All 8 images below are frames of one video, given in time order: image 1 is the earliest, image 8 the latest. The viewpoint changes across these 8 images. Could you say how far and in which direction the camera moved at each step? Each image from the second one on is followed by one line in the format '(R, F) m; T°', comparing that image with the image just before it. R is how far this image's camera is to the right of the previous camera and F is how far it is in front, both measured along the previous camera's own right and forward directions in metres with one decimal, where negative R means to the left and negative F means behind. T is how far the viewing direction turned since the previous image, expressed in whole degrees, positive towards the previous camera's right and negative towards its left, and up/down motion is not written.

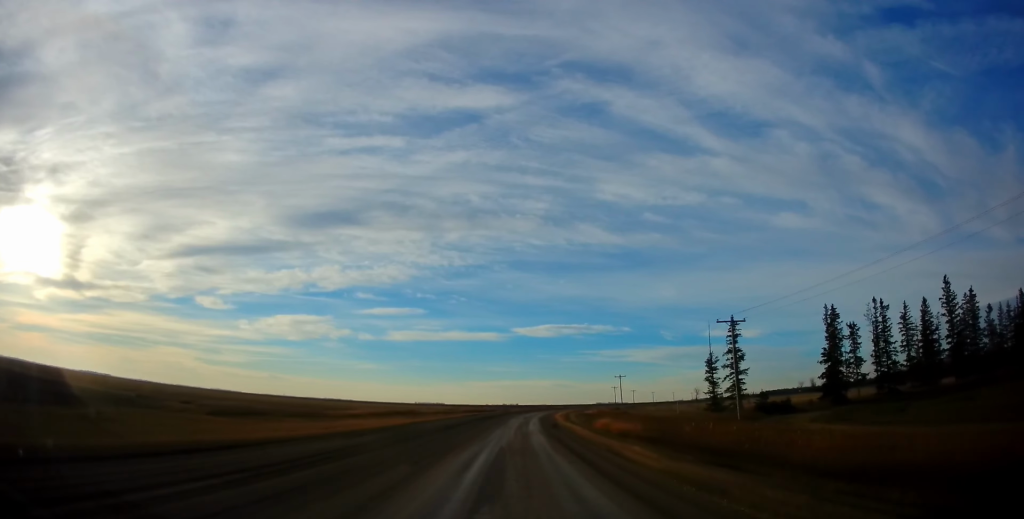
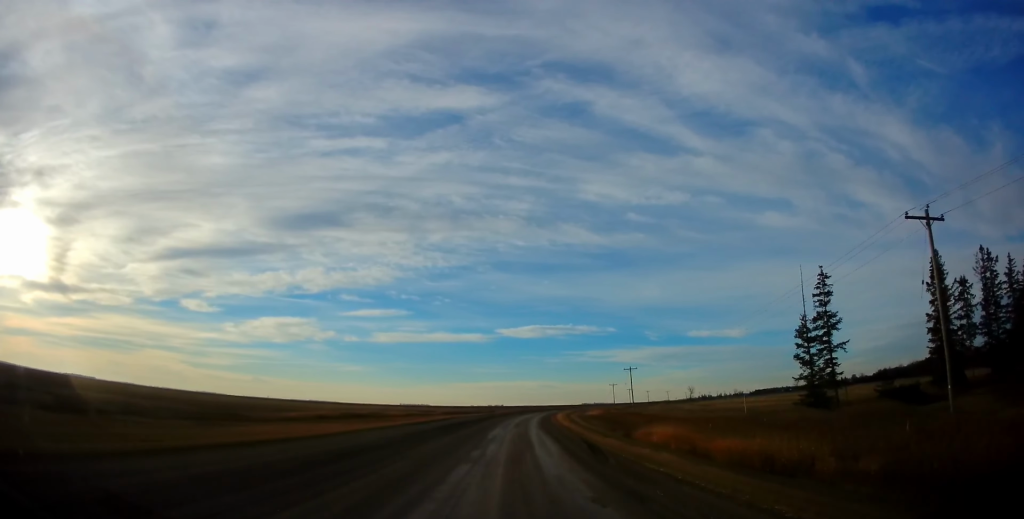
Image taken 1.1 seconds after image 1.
(+0.6, +25.3) m; +2°
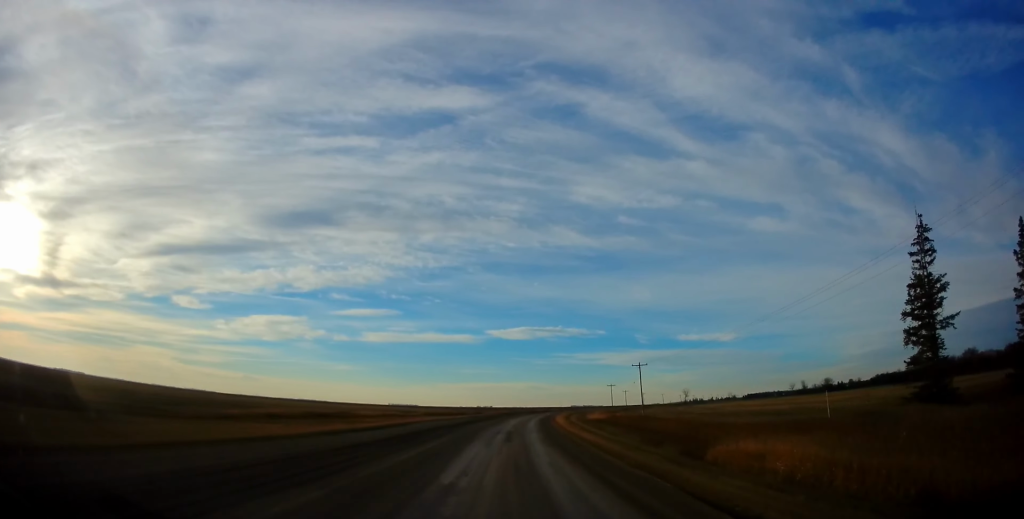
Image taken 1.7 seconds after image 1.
(-0.2, +14.7) m; +1°
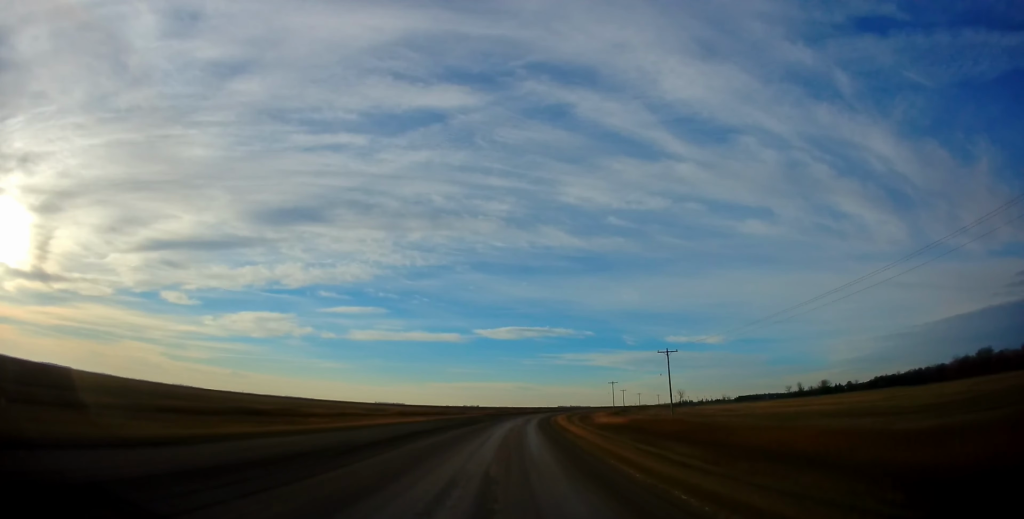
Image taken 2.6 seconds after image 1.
(+0.6, +21.8) m; +1°
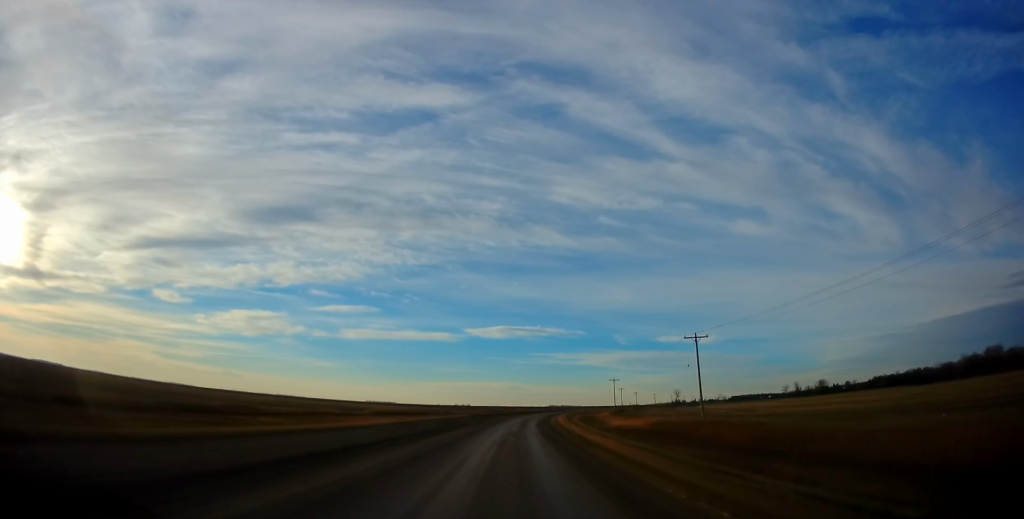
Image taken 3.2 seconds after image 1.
(-0.1, +13.3) m; +1°
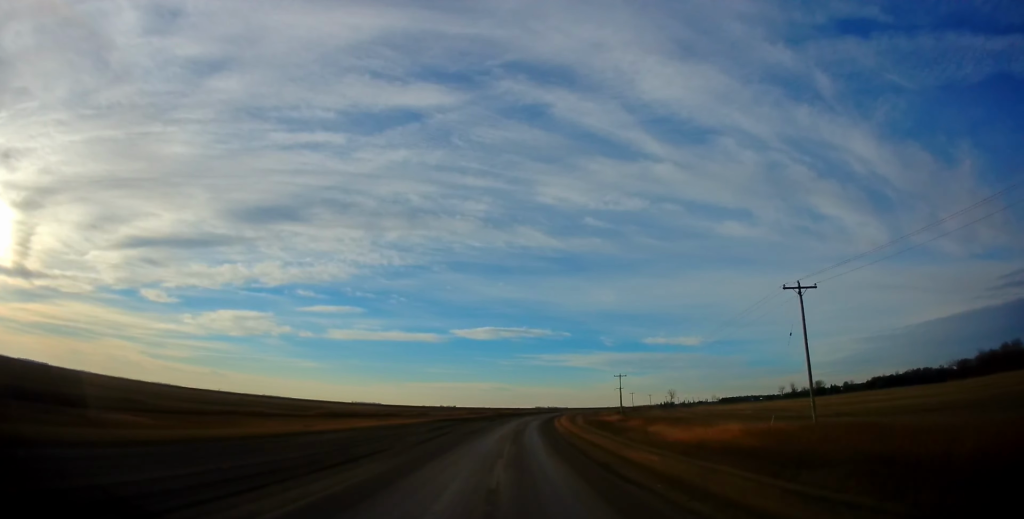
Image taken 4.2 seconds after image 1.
(+0.2, +22.4) m; +2°
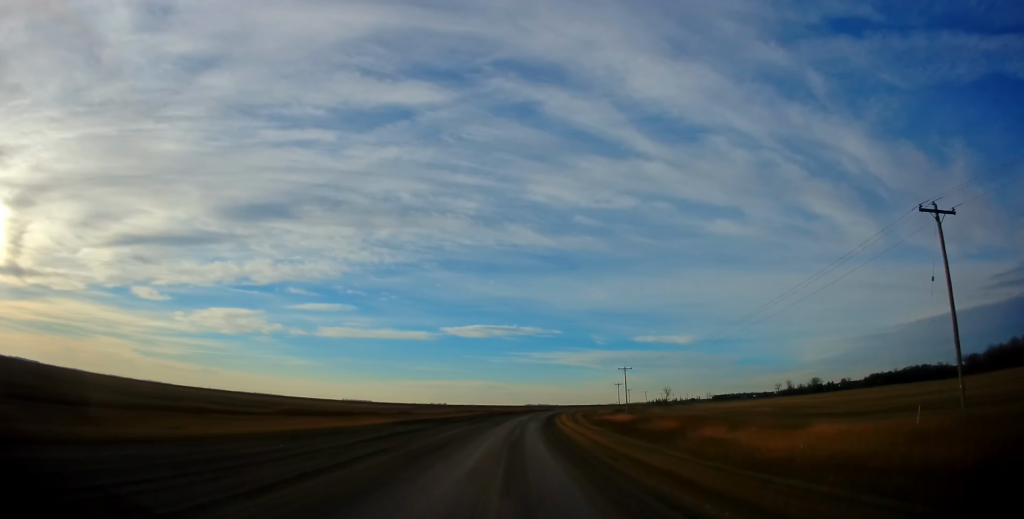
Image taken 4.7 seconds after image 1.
(+0.1, +13.0) m; +1°
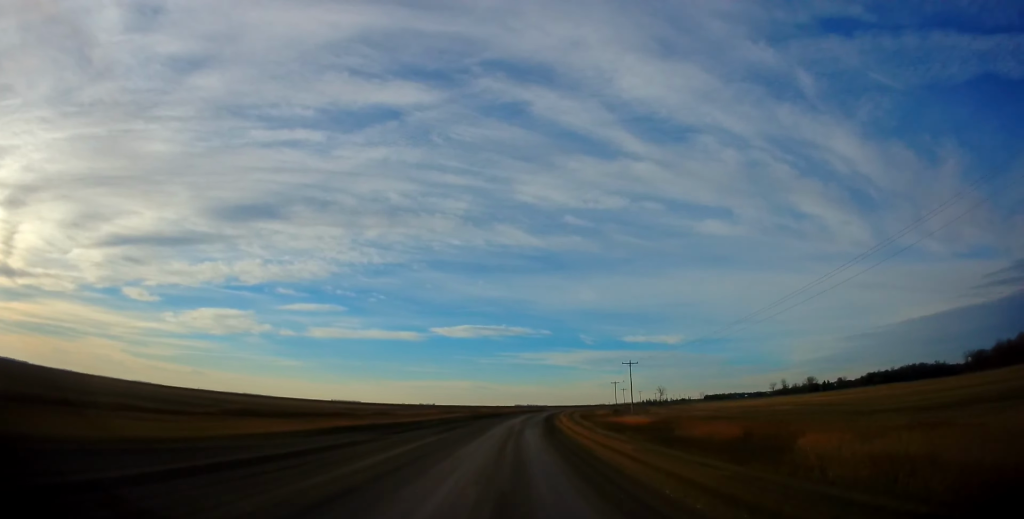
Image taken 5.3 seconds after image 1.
(+0.1, +12.2) m; +1°
